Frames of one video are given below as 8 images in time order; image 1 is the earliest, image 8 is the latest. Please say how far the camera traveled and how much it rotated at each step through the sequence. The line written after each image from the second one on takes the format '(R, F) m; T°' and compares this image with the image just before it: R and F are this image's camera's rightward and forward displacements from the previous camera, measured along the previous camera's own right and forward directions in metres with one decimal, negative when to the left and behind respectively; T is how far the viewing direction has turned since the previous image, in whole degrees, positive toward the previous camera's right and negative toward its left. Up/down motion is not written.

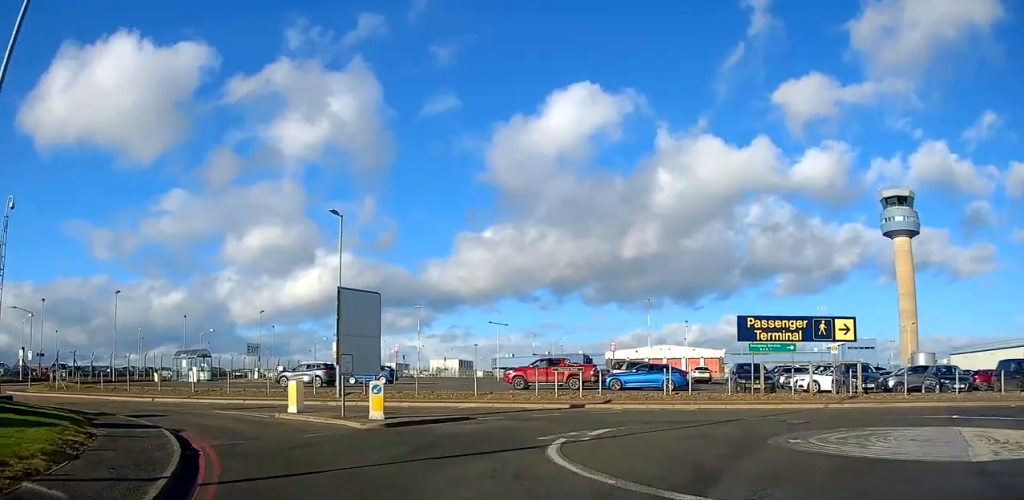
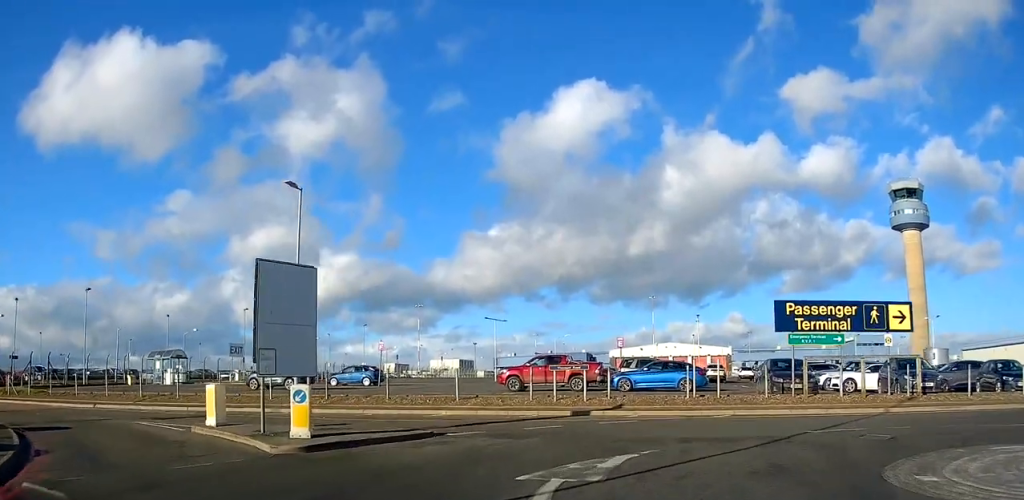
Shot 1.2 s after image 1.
(+0.2, +3.7) m; +8°
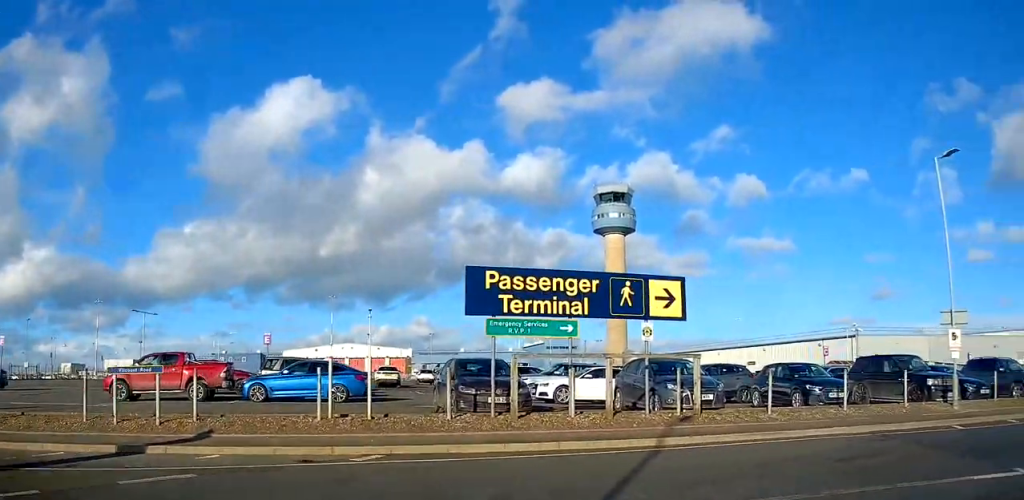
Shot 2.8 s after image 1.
(+1.5, +6.6) m; +32°
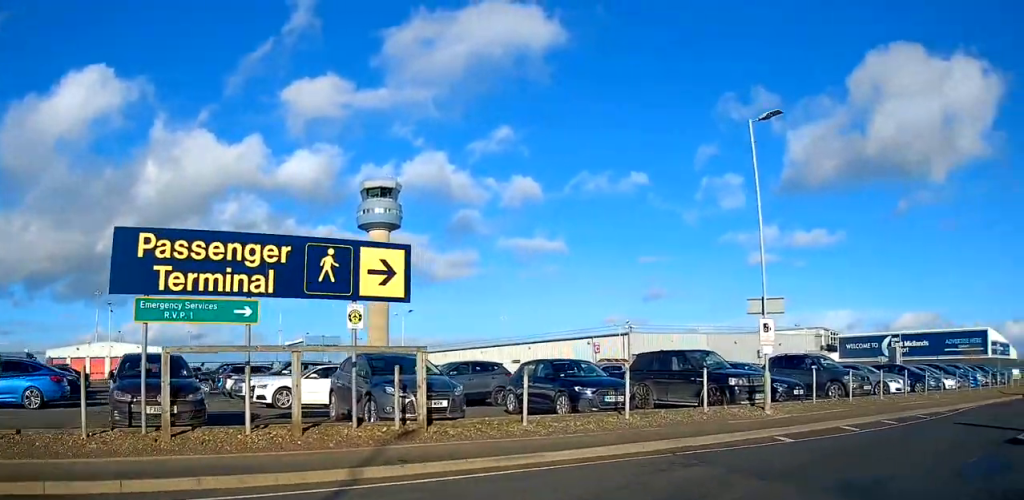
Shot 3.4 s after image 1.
(+0.5, +3.4) m; +16°
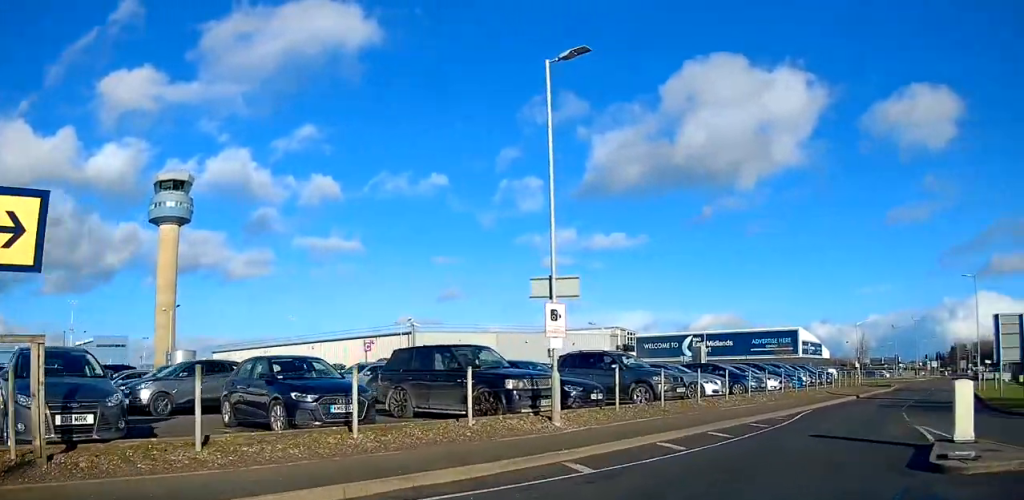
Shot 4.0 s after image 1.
(+0.1, +3.6) m; +15°
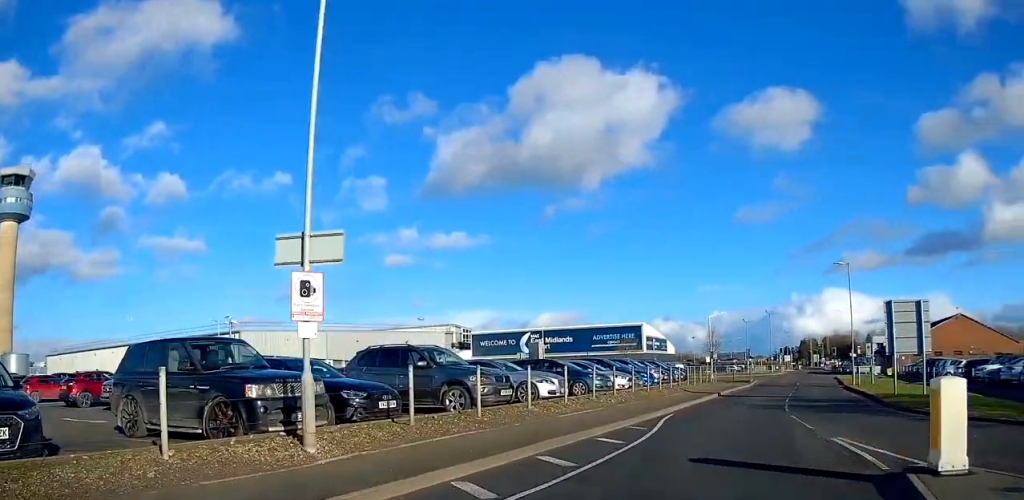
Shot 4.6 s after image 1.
(+0.8, +4.1) m; +10°
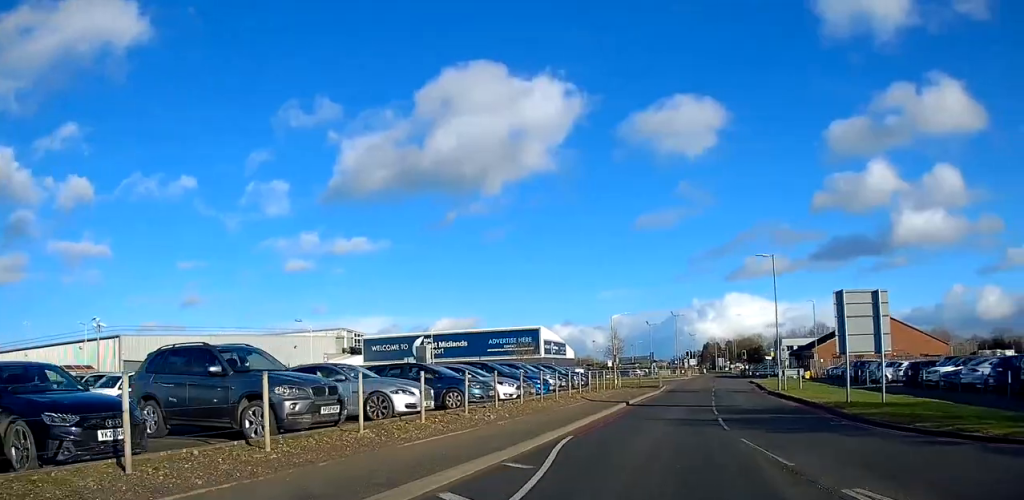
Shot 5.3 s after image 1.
(+0.4, +4.6) m; +8°
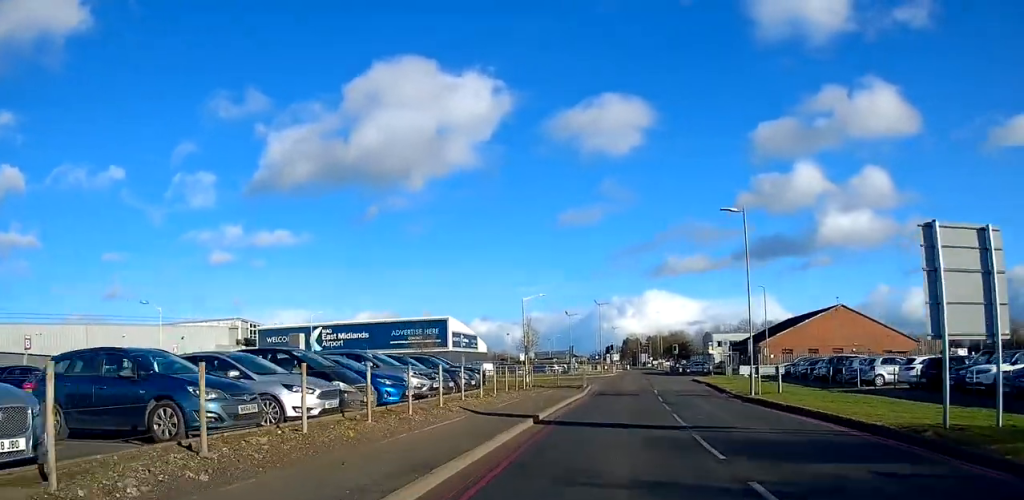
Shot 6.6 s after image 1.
(+0.7, +10.9) m; +6°
